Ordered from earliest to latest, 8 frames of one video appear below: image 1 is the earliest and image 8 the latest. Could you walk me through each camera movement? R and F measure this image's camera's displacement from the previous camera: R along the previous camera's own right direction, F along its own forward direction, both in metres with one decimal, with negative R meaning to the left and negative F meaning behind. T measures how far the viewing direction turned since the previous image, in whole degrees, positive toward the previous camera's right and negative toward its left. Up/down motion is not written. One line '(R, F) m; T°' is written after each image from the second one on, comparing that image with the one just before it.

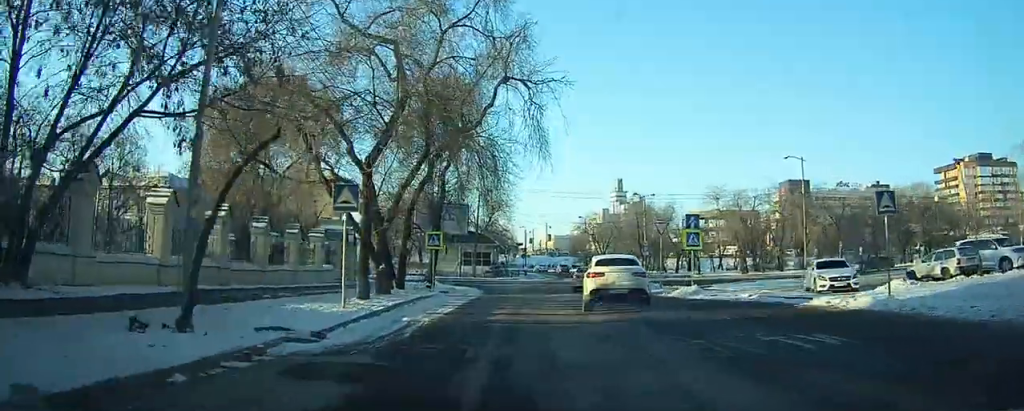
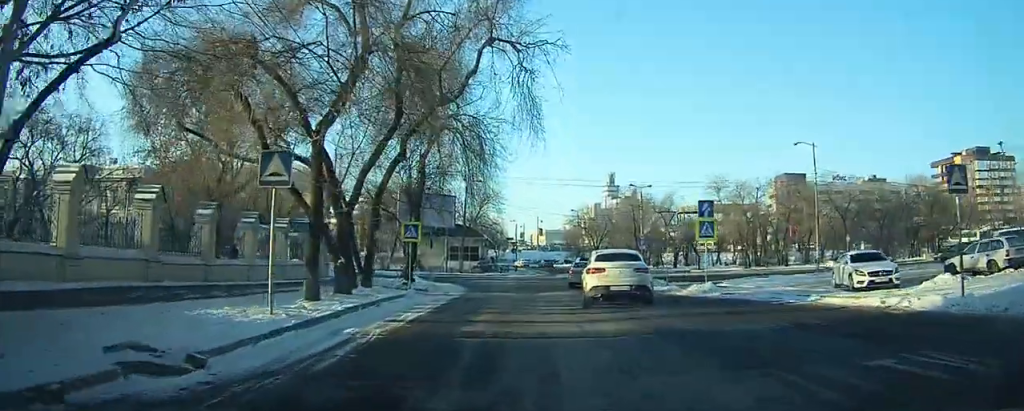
(+0.1, +4.0) m; +1°
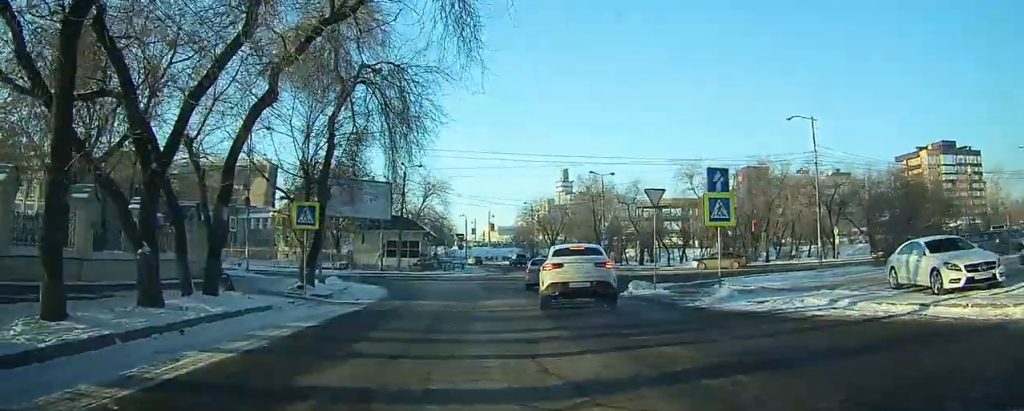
(0.0, +8.1) m; 0°
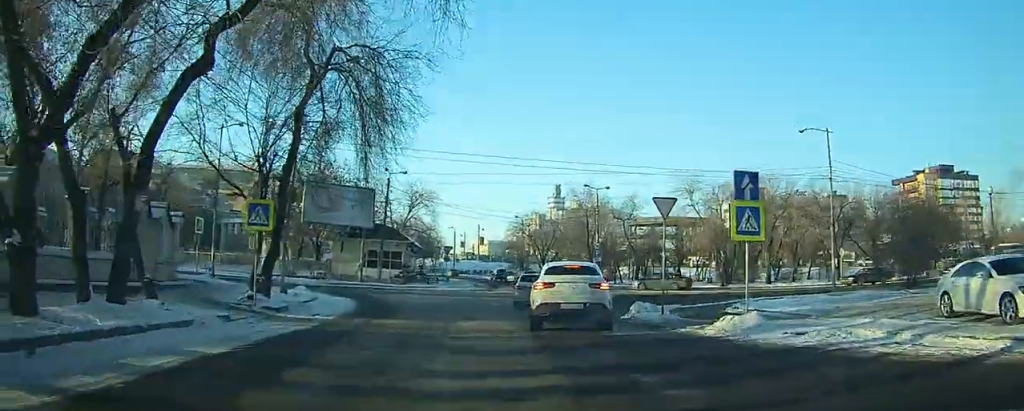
(0.0, +3.3) m; 0°
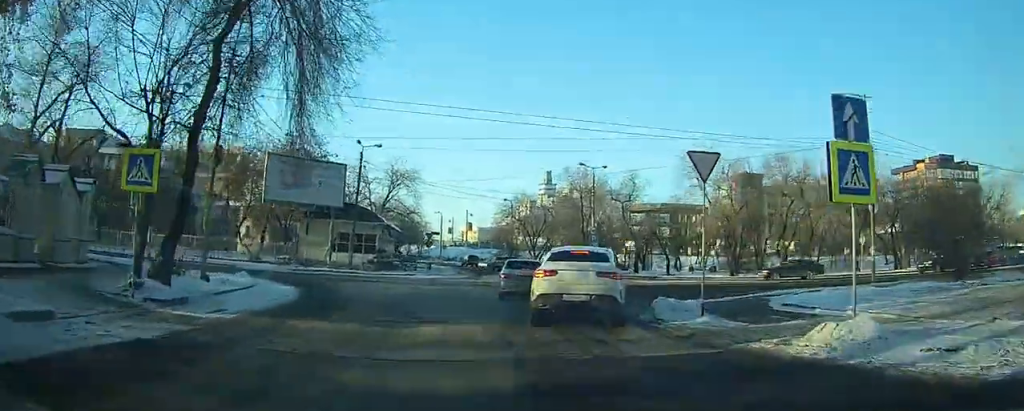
(0.0, +5.9) m; +2°
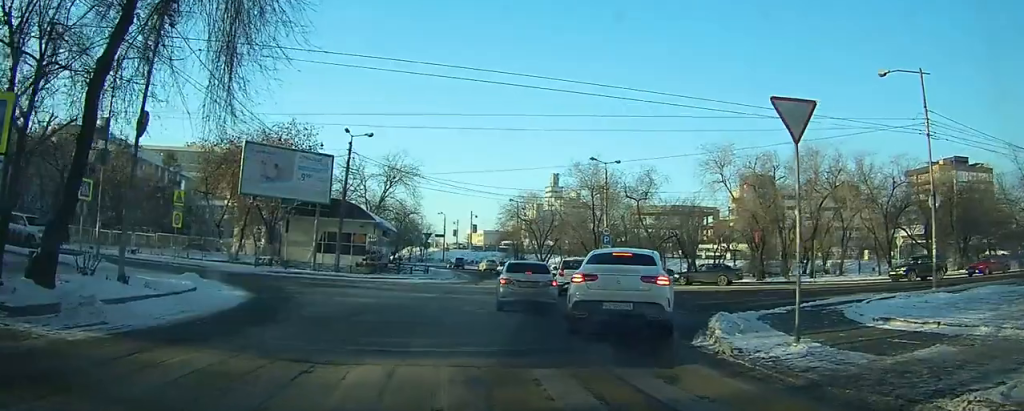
(+0.2, +4.6) m; +2°
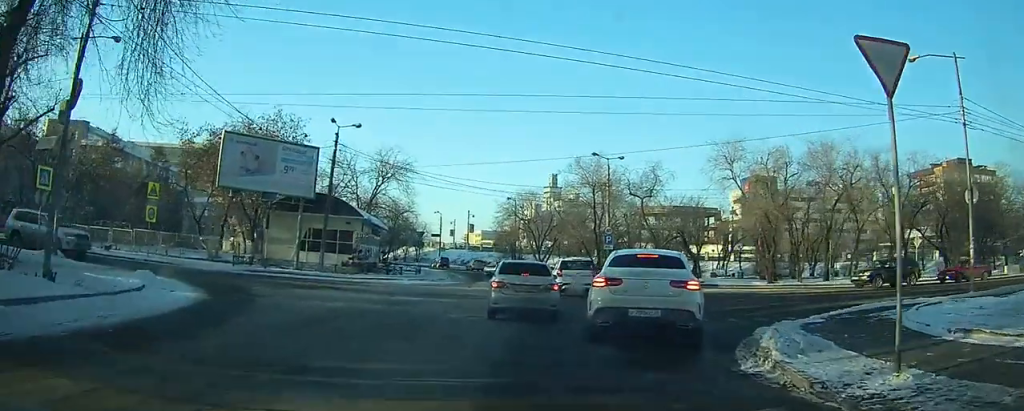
(0.0, +2.5) m; 0°
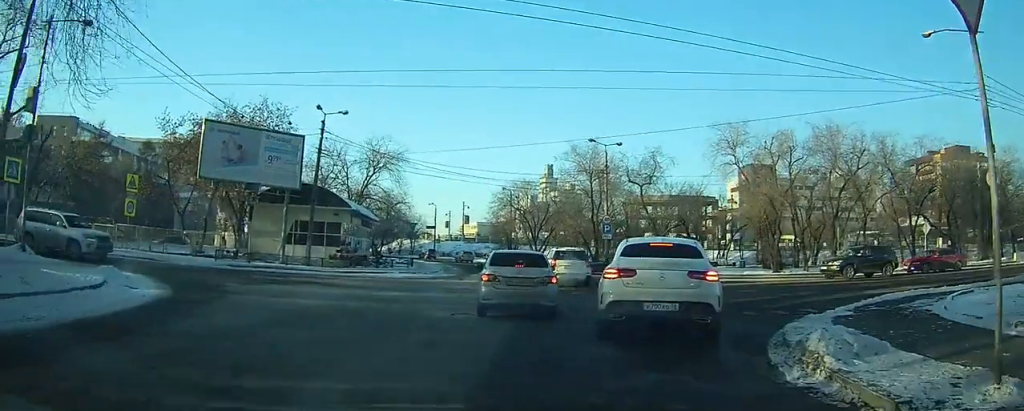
(0.0, +1.6) m; 0°
